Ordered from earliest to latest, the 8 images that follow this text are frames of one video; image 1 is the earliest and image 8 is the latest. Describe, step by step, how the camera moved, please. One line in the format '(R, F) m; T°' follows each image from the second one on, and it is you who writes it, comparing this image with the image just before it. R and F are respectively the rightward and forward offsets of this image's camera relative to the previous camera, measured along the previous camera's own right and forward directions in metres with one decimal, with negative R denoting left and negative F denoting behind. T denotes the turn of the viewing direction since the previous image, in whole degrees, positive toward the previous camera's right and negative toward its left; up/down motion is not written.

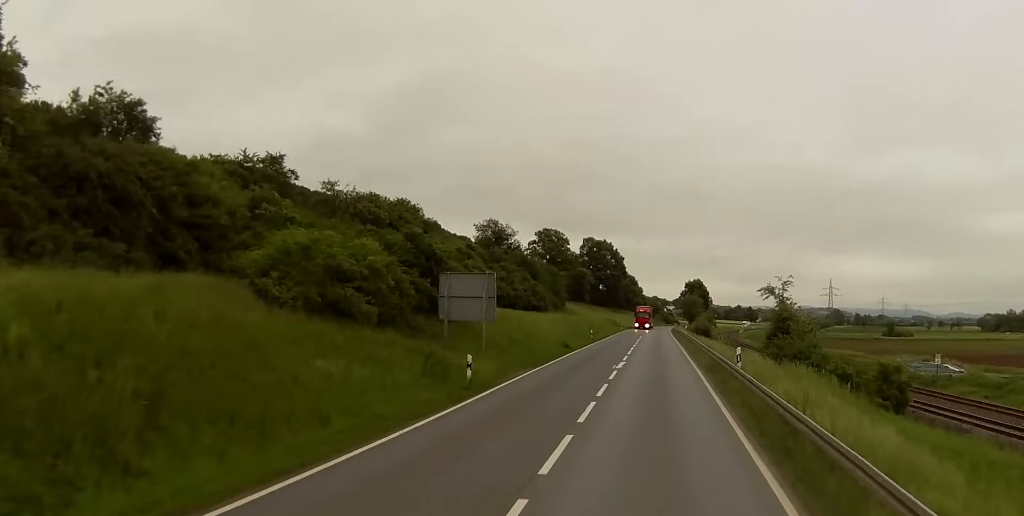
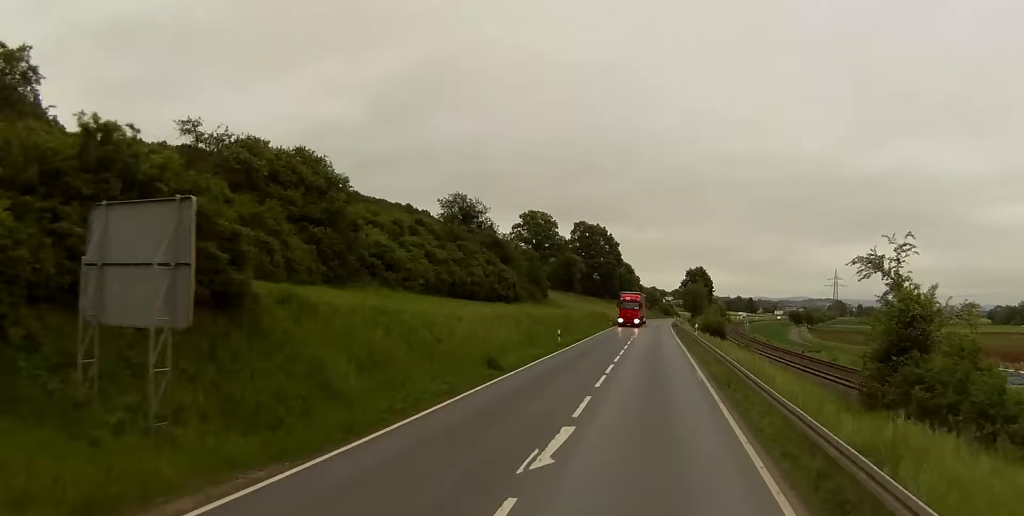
(+0.1, +24.0) m; +1°
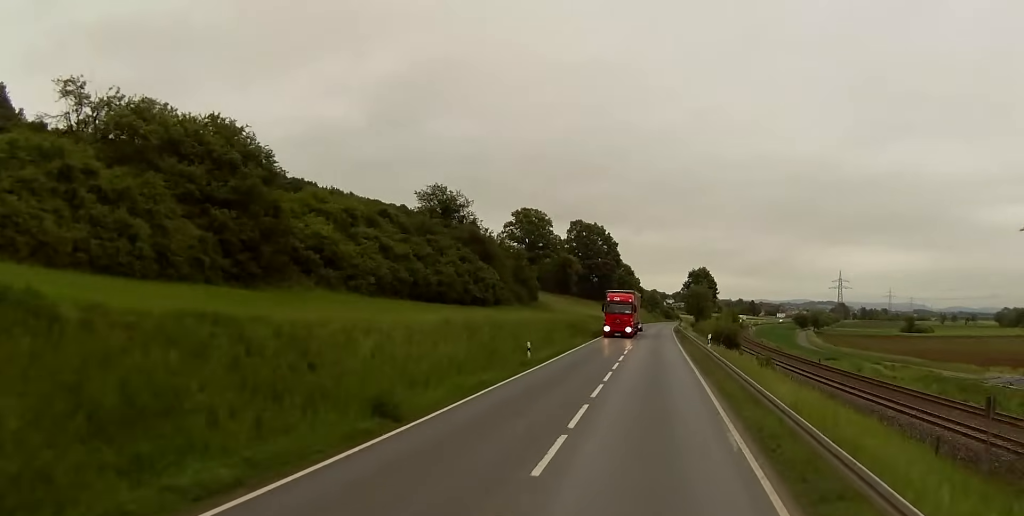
(+0.1, +12.7) m; 0°
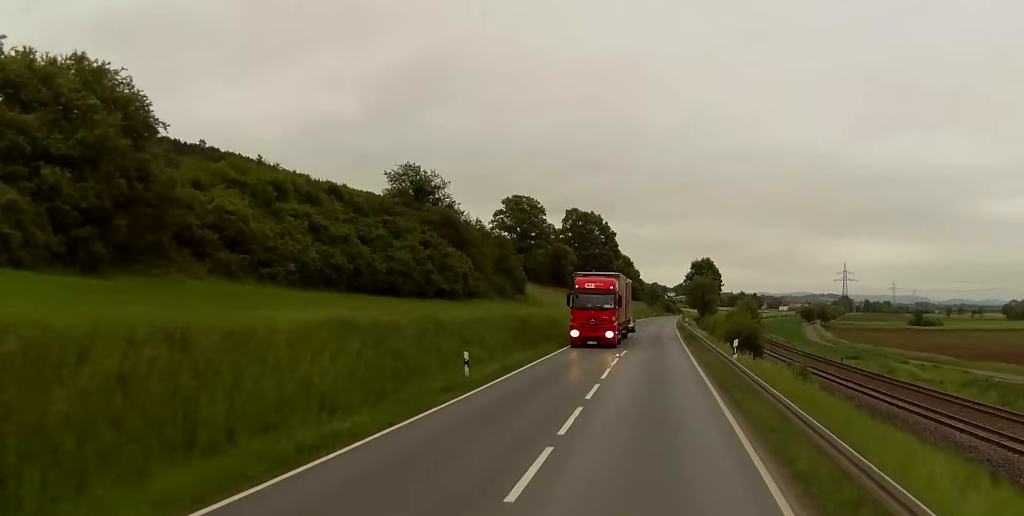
(0.0, +13.4) m; 0°
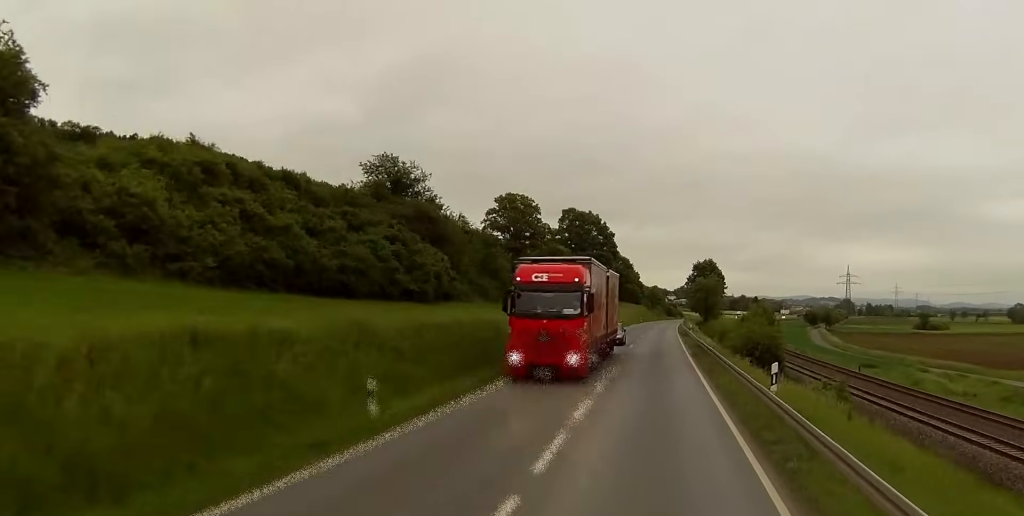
(0.0, +9.2) m; 0°
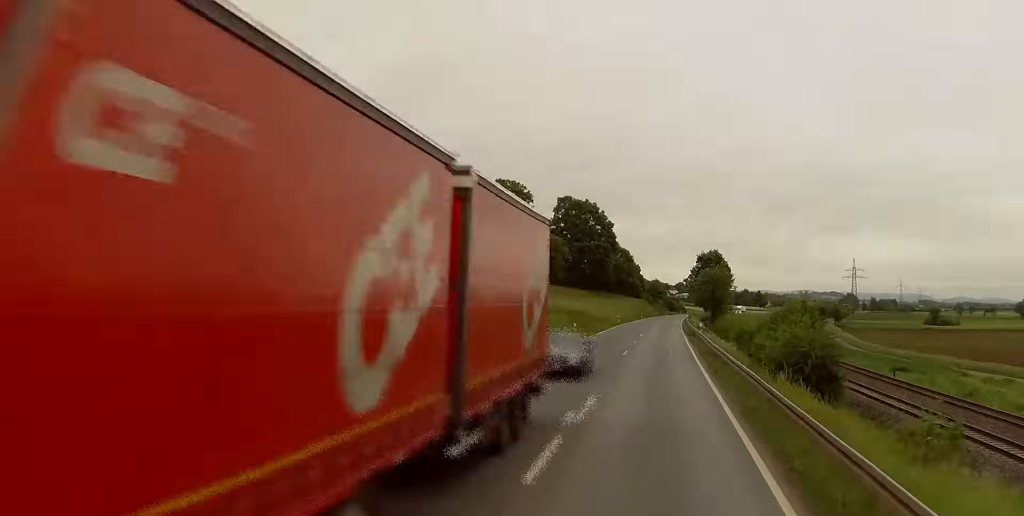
(0.0, +13.5) m; 0°
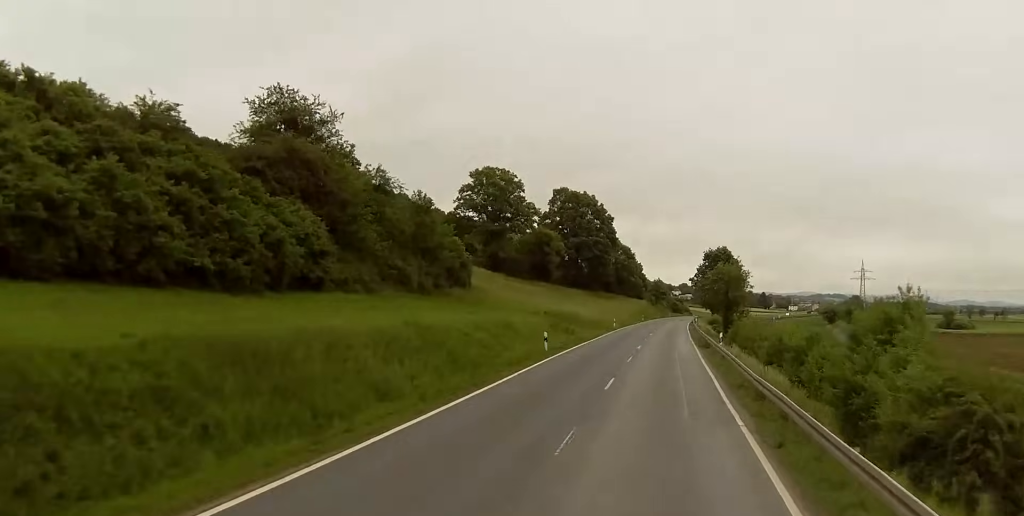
(-0.2, +16.0) m; 0°
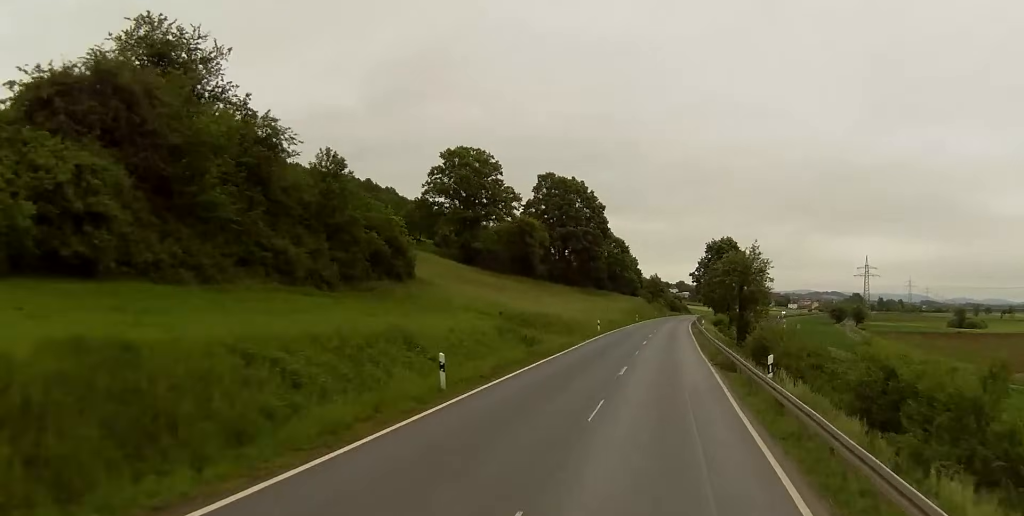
(0.0, +19.1) m; 0°
